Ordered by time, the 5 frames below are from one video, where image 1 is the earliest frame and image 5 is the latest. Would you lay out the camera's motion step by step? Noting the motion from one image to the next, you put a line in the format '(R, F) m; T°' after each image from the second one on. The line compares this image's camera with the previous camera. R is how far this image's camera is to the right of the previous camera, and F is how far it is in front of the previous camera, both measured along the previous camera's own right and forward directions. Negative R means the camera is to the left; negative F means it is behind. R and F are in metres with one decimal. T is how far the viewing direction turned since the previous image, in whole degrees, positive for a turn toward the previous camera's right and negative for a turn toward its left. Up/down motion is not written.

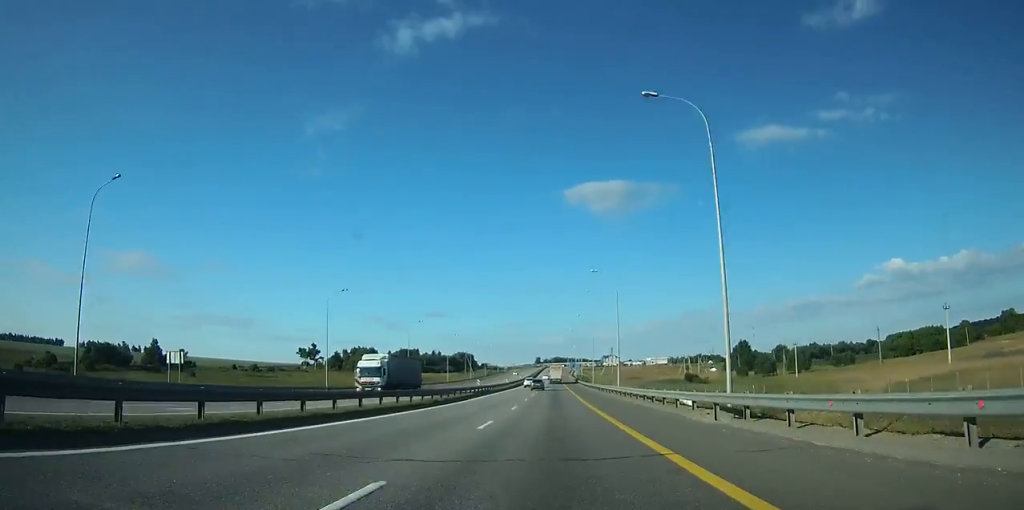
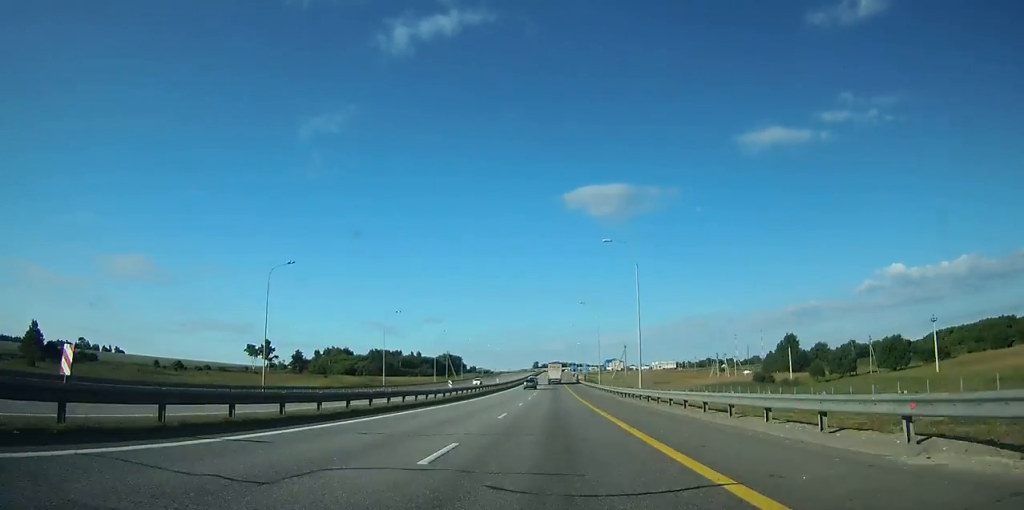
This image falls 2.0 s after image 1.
(0.0, +53.6) m; 0°
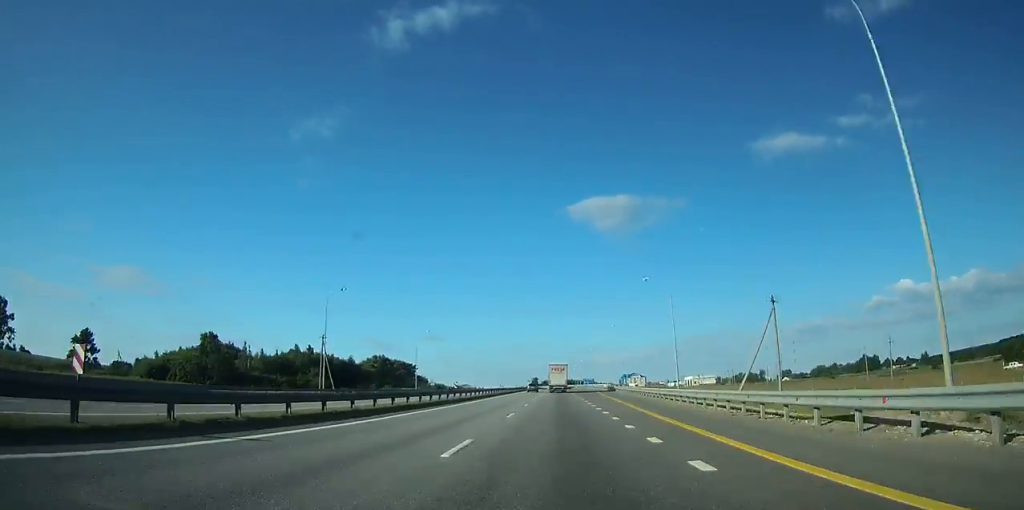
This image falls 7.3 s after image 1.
(-0.2, +147.3) m; 0°
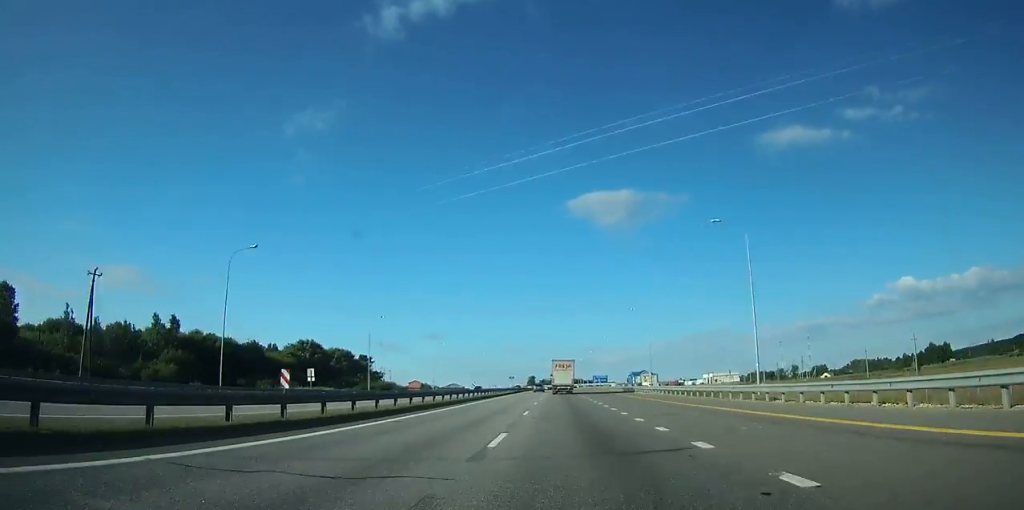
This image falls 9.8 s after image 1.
(-0.1, +73.3) m; 0°
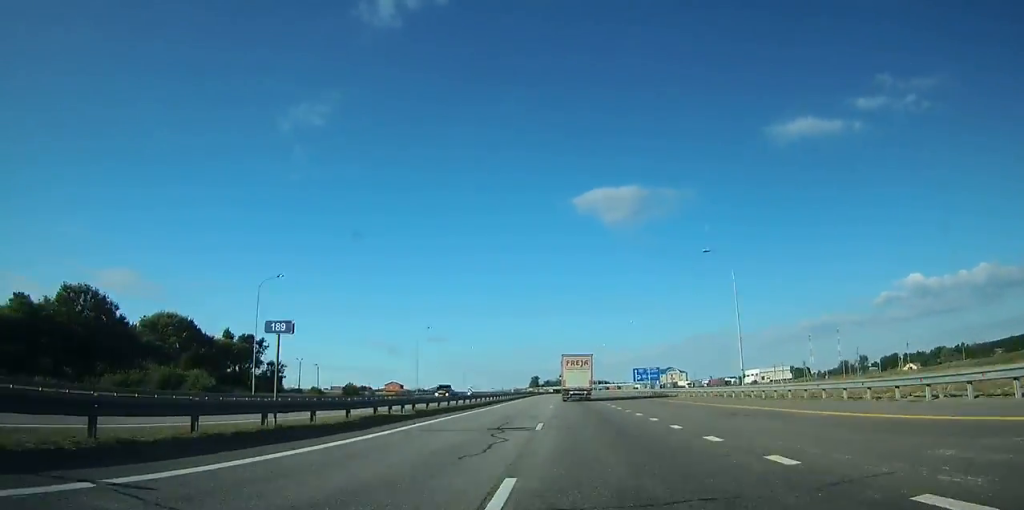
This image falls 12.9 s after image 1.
(-0.3, +93.5) m; 0°
